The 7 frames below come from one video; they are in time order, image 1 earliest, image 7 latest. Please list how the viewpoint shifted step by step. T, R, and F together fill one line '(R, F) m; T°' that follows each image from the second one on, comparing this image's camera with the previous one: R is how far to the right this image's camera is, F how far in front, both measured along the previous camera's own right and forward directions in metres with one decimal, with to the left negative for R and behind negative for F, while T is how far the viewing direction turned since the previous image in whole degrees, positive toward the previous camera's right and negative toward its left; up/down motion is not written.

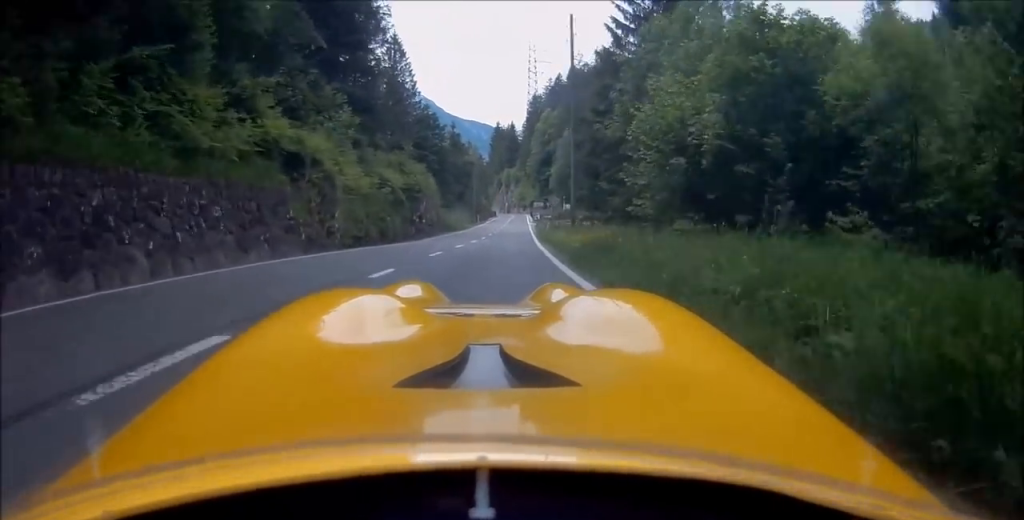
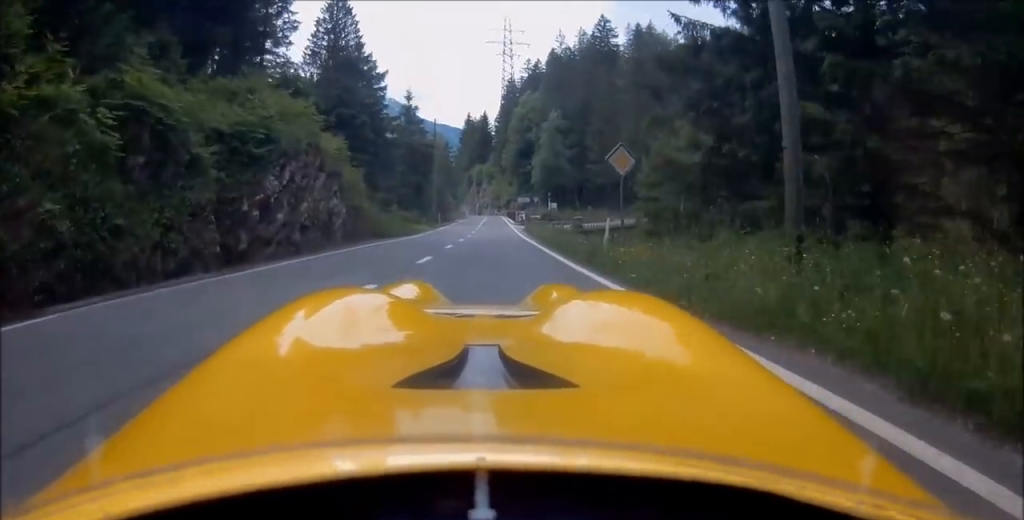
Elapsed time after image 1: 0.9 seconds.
(+0.7, +21.8) m; +2°
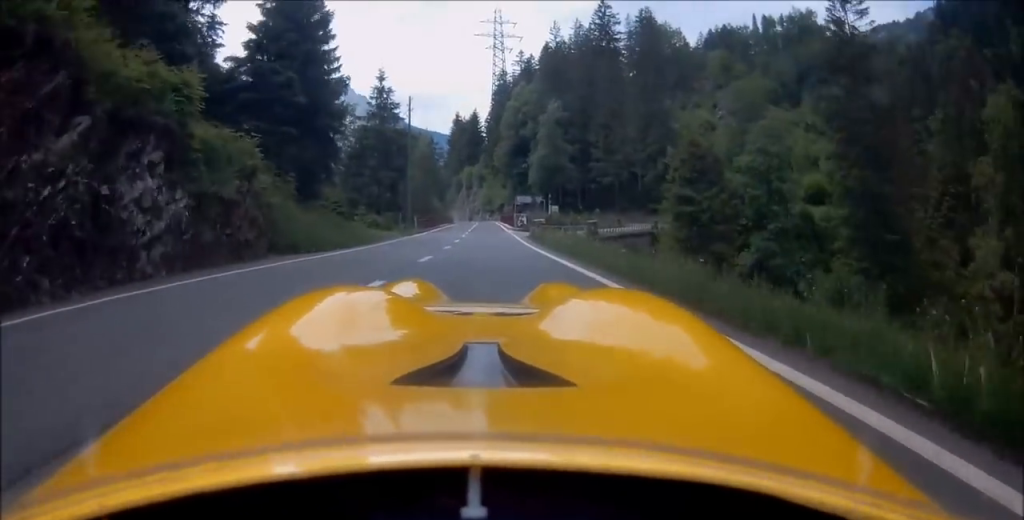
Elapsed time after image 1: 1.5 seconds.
(+0.2, +12.2) m; 0°
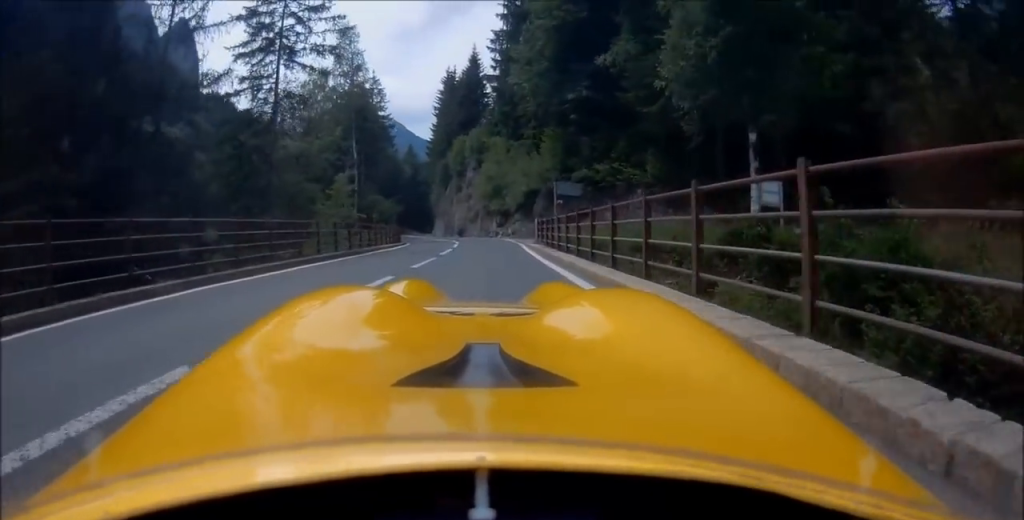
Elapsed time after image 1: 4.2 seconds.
(+0.8, +63.4) m; -1°
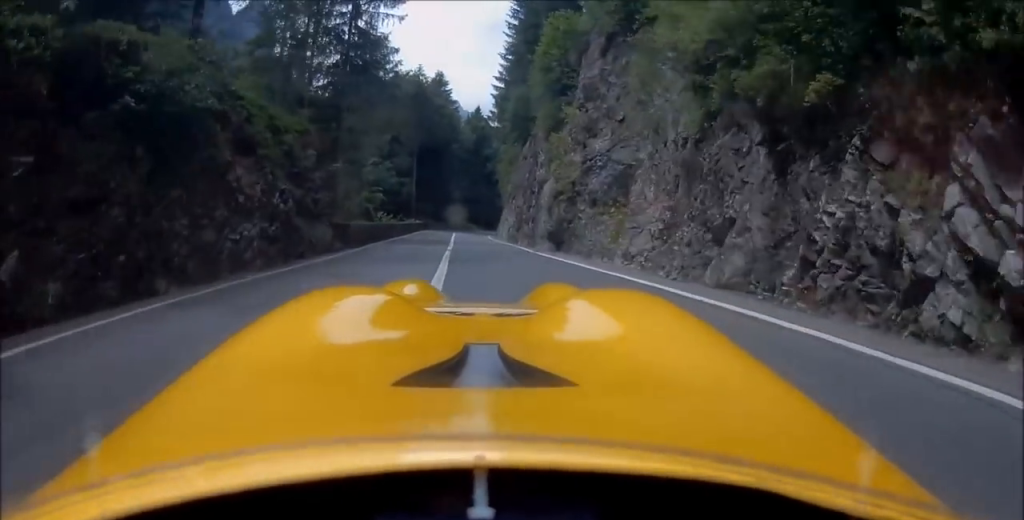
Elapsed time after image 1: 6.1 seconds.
(-2.6, +44.6) m; -5°
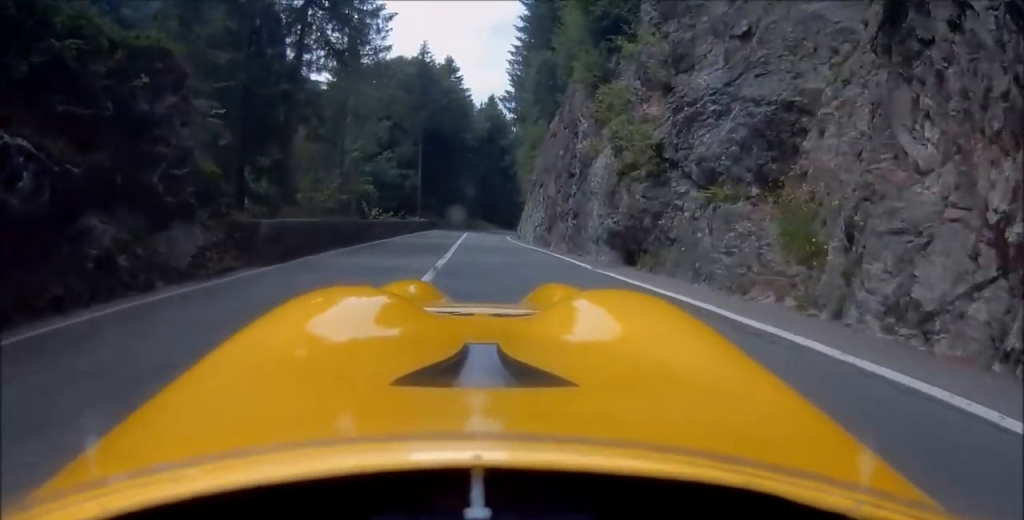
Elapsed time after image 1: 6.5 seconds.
(+0.1, +9.1) m; 0°
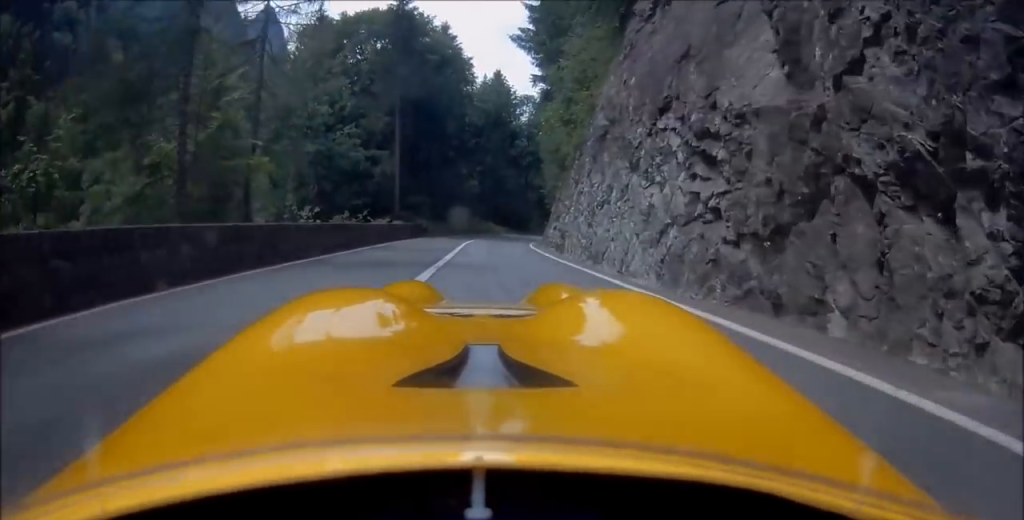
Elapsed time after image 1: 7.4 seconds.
(-0.2, +17.7) m; 0°
